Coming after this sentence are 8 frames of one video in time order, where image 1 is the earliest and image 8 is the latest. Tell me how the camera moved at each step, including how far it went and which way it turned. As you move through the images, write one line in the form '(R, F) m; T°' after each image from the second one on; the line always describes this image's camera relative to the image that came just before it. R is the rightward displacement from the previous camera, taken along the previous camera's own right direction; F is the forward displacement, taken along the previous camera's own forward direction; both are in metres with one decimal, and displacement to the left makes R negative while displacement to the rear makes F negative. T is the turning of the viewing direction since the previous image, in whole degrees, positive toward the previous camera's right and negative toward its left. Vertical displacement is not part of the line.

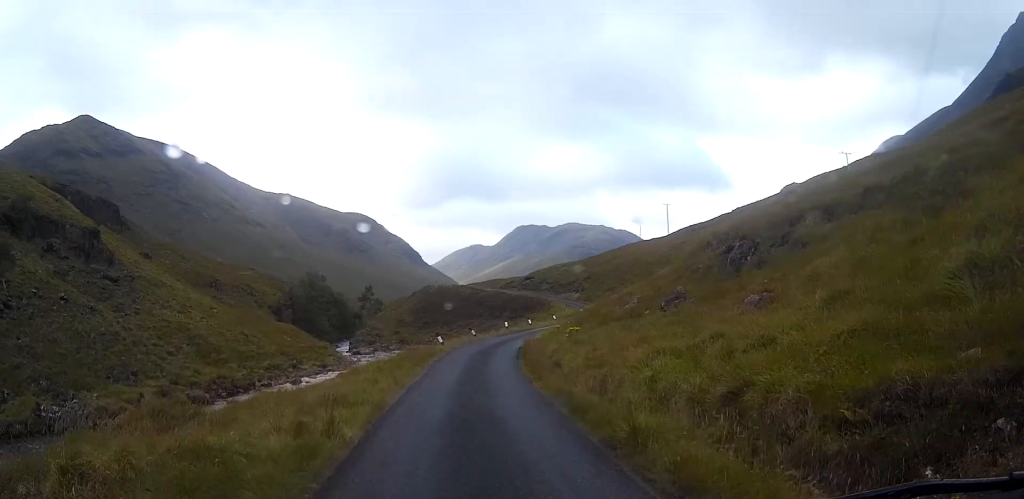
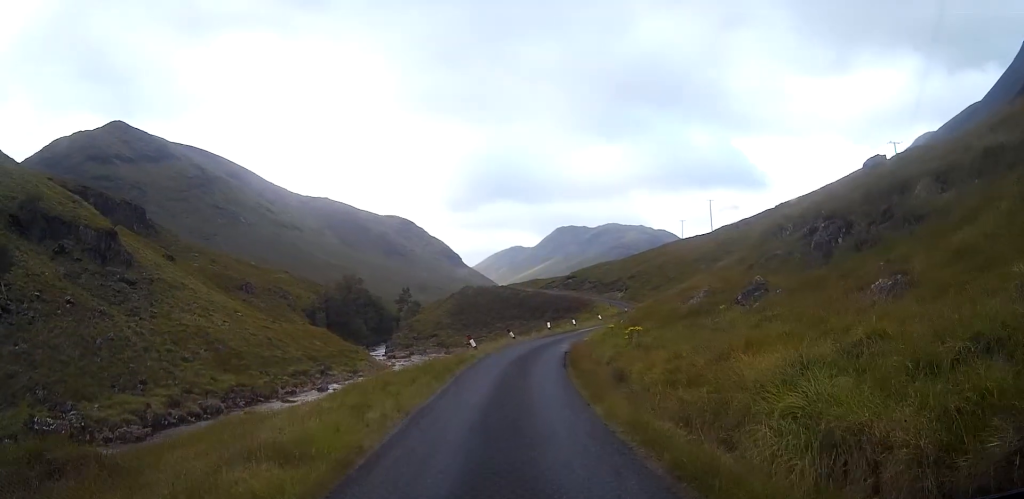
(-0.2, +4.8) m; -2°
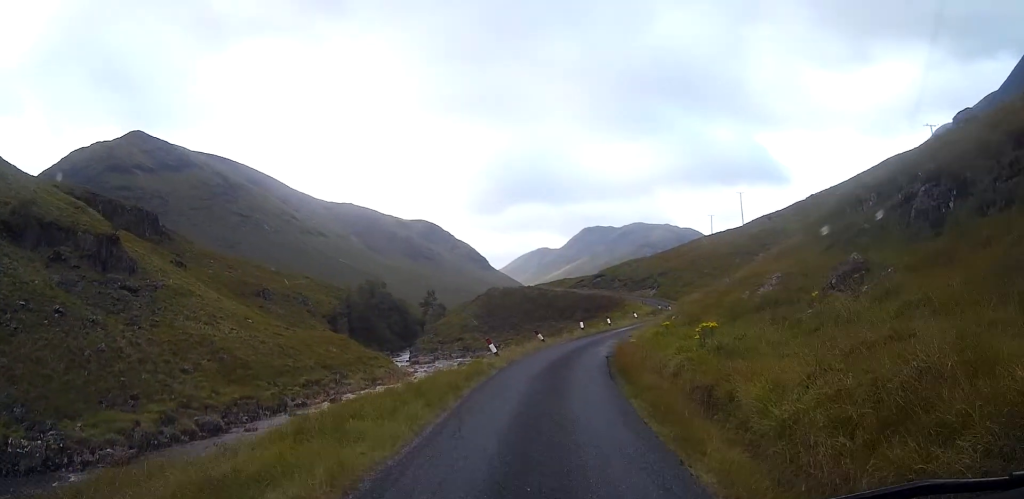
(0.0, +5.1) m; -1°
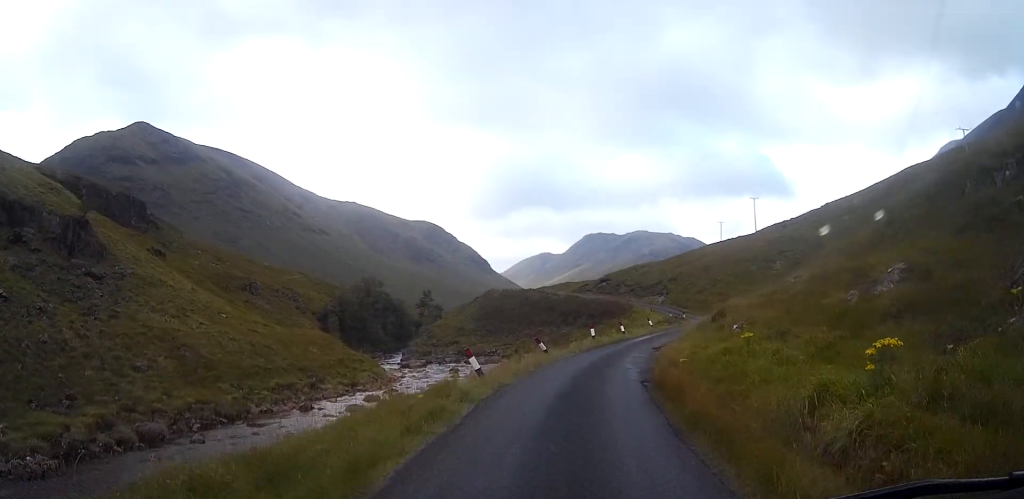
(-0.2, +7.5) m; 0°
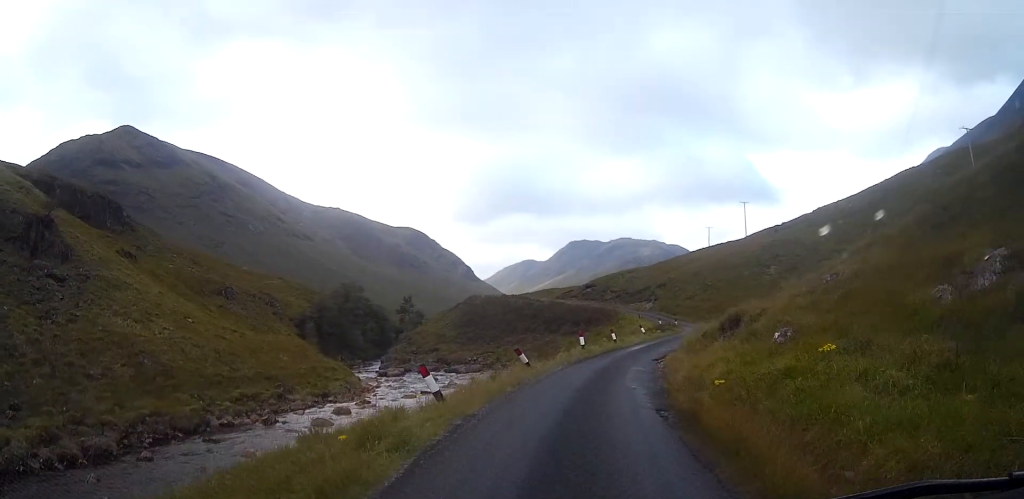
(0.0, +4.2) m; +1°
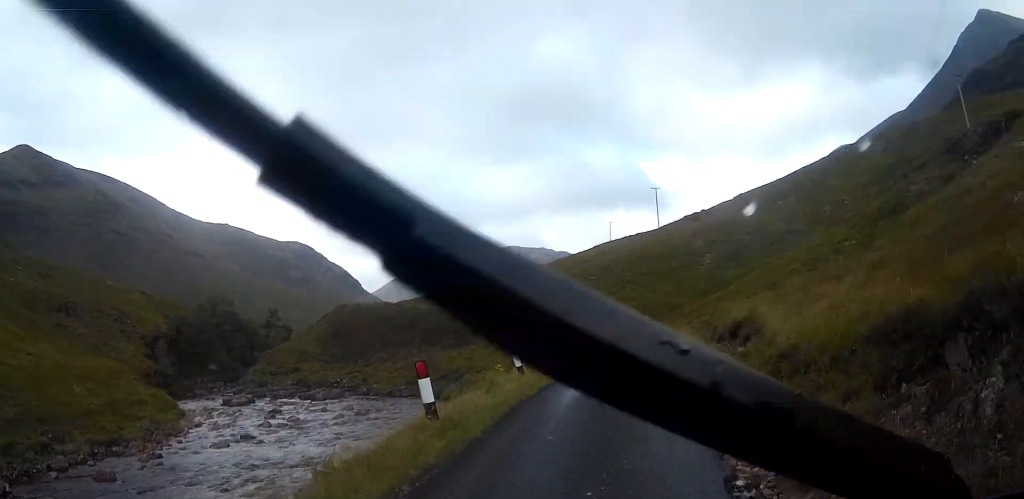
(+1.3, +20.9) m; +7°
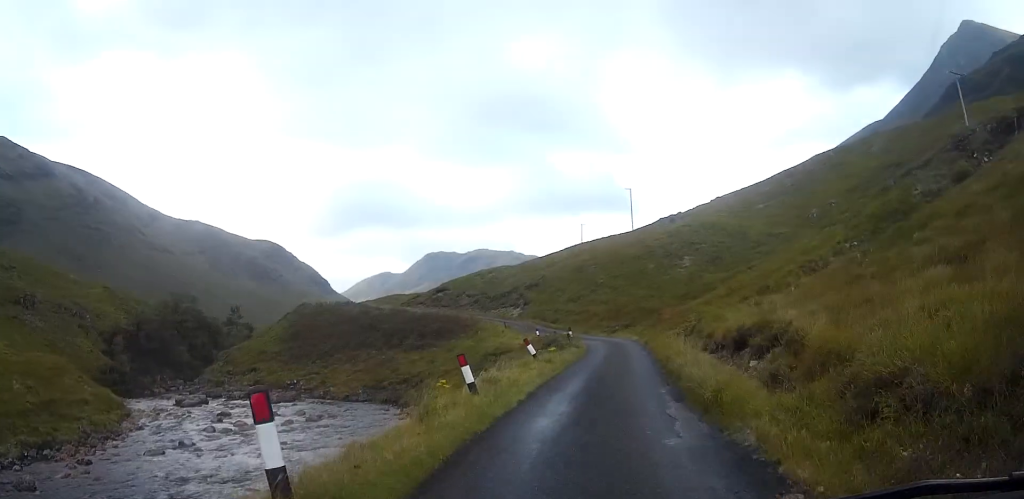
(0.0, +4.6) m; +2°
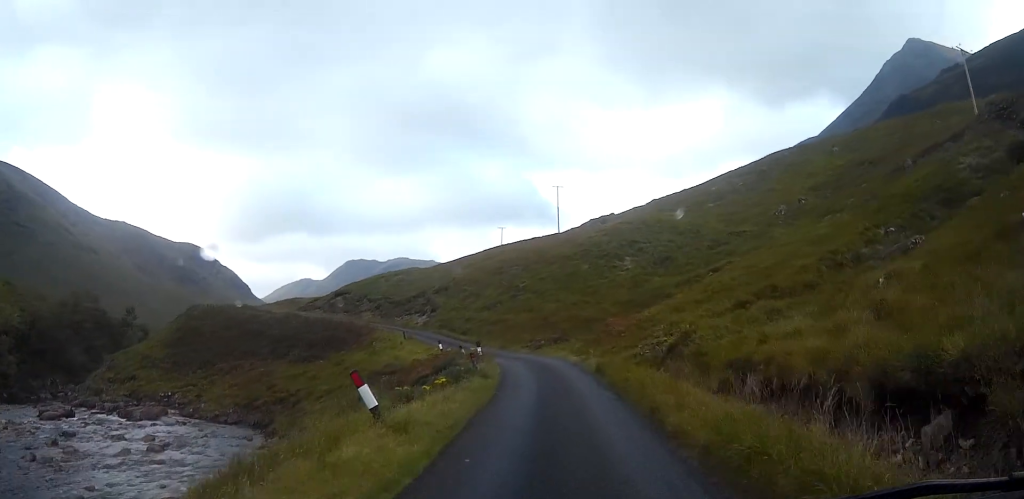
(+0.8, +13.3) m; +6°
